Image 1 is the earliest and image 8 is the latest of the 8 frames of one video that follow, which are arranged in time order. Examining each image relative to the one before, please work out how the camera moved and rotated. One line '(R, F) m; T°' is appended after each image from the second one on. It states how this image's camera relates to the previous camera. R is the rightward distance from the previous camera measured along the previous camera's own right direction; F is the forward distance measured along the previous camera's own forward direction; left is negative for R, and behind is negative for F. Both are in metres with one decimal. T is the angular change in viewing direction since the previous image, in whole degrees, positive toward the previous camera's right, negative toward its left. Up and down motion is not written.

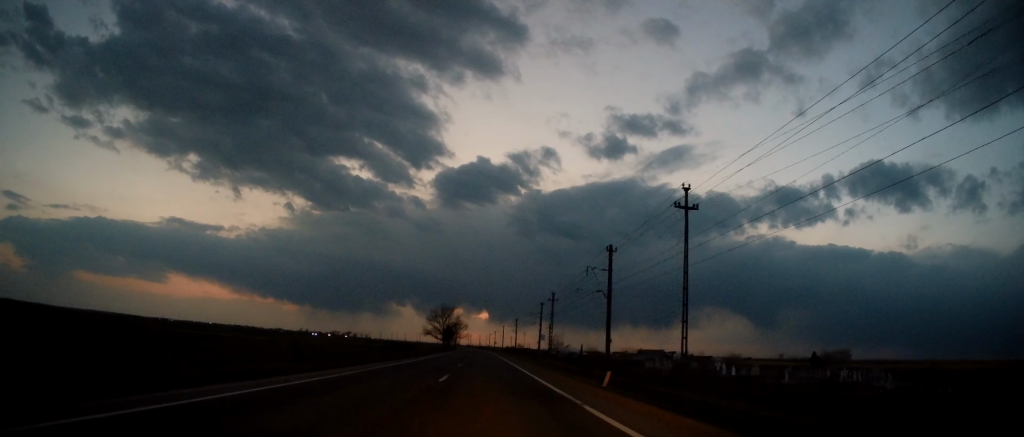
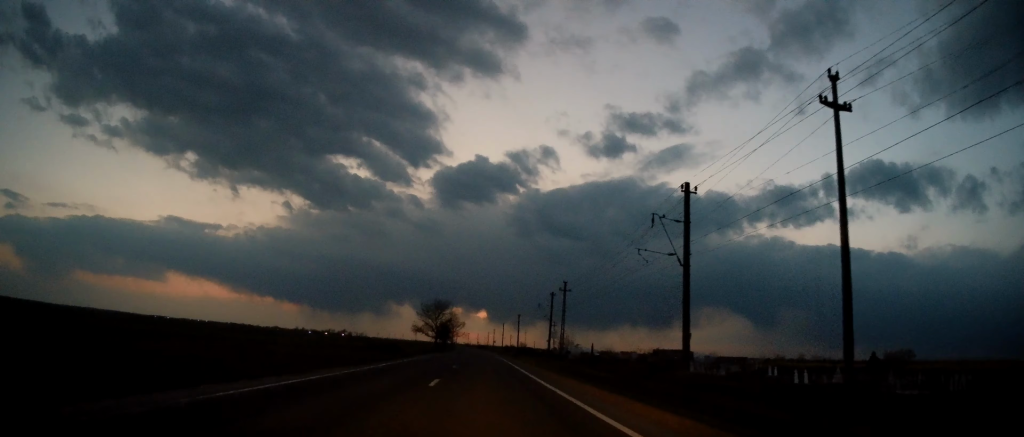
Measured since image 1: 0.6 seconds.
(0.0, +15.7) m; 0°
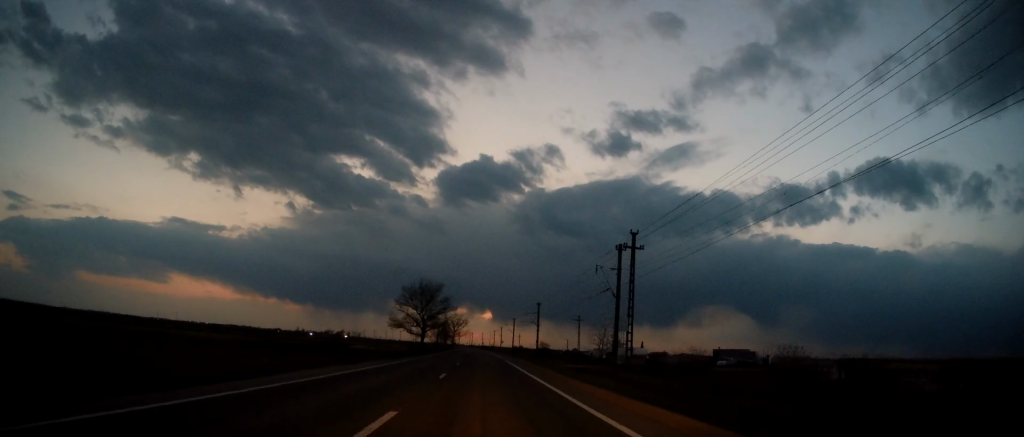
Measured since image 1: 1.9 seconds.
(-0.5, +35.4) m; -2°
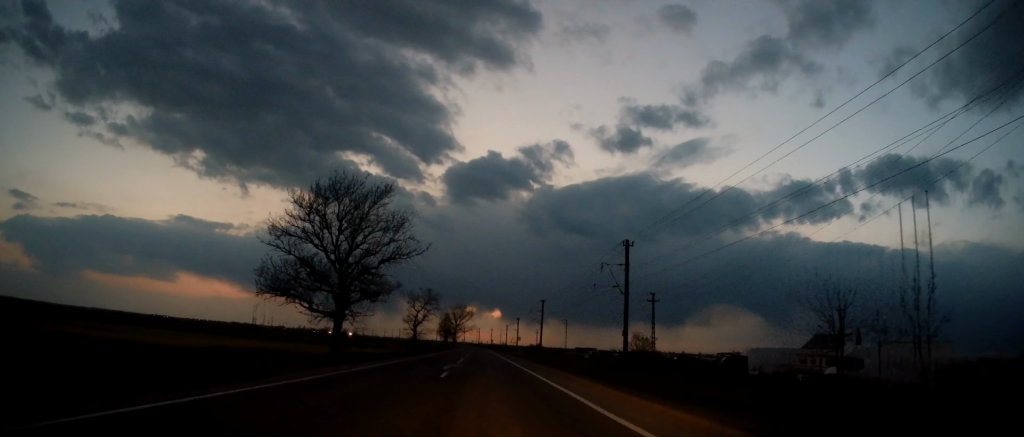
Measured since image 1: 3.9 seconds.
(+0.2, +53.0) m; 0°
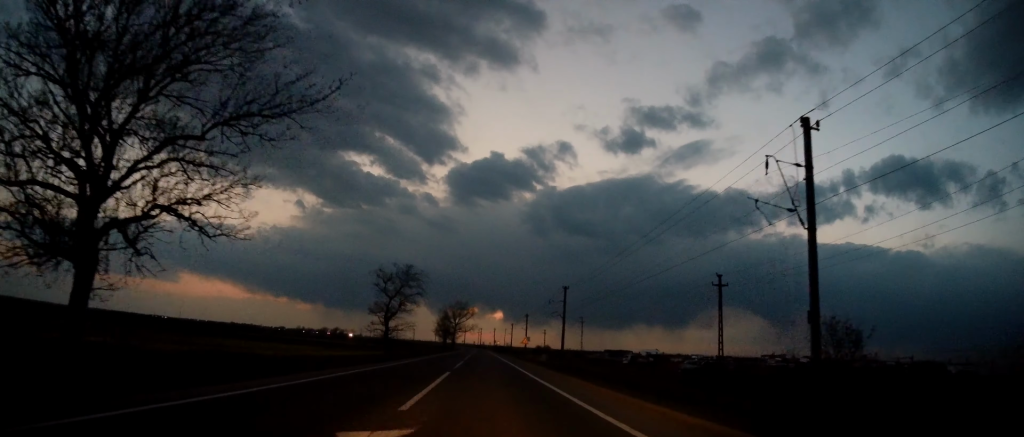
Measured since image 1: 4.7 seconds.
(-0.1, +22.7) m; -1°
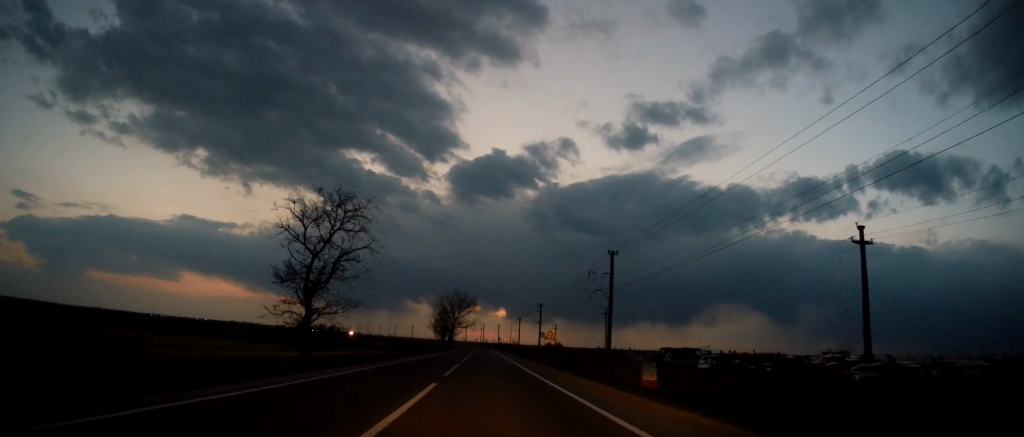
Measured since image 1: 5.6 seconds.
(-0.4, +23.6) m; 0°
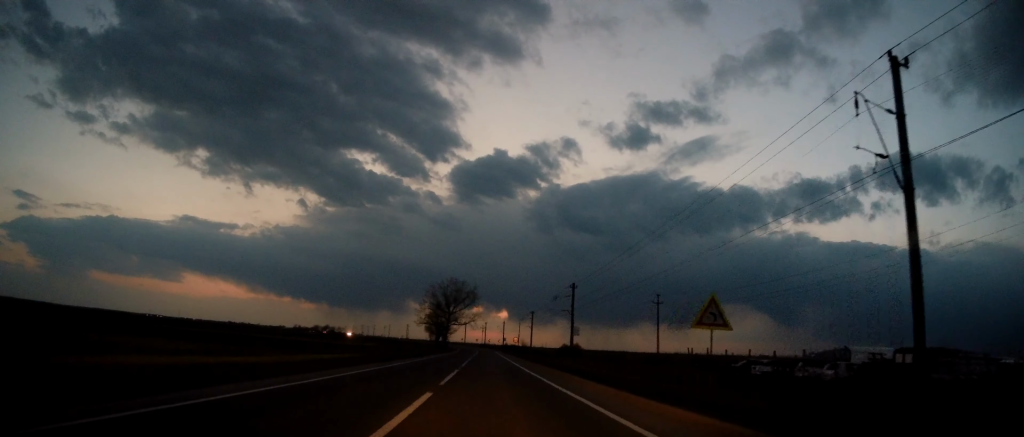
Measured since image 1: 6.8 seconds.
(+0.5, +32.7) m; 0°
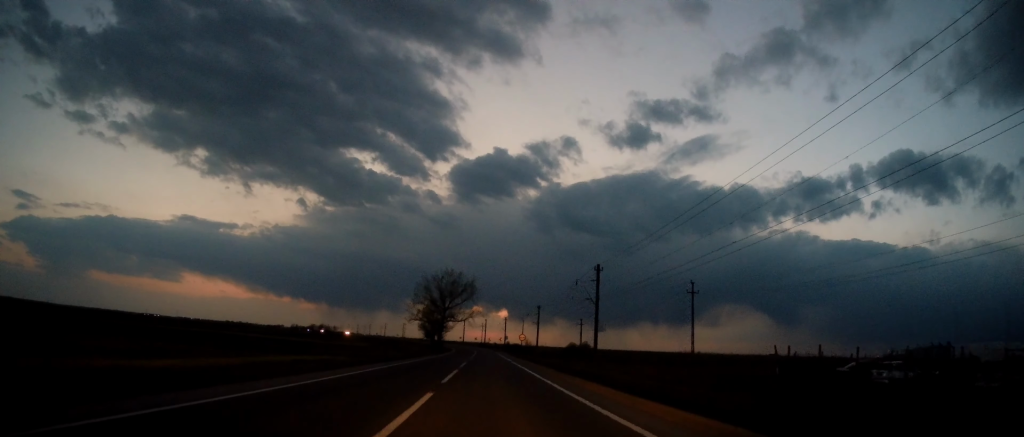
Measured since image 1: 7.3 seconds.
(-0.2, +13.6) m; 0°
